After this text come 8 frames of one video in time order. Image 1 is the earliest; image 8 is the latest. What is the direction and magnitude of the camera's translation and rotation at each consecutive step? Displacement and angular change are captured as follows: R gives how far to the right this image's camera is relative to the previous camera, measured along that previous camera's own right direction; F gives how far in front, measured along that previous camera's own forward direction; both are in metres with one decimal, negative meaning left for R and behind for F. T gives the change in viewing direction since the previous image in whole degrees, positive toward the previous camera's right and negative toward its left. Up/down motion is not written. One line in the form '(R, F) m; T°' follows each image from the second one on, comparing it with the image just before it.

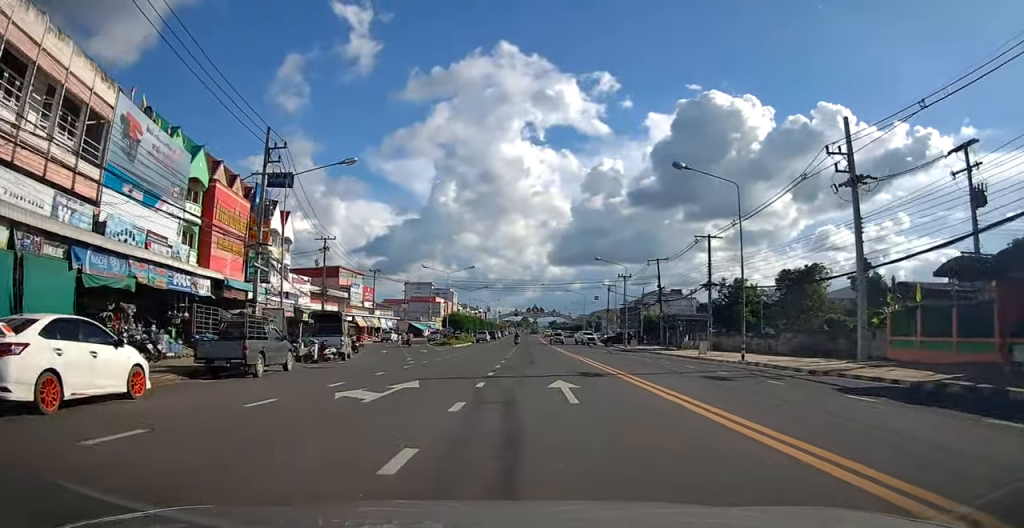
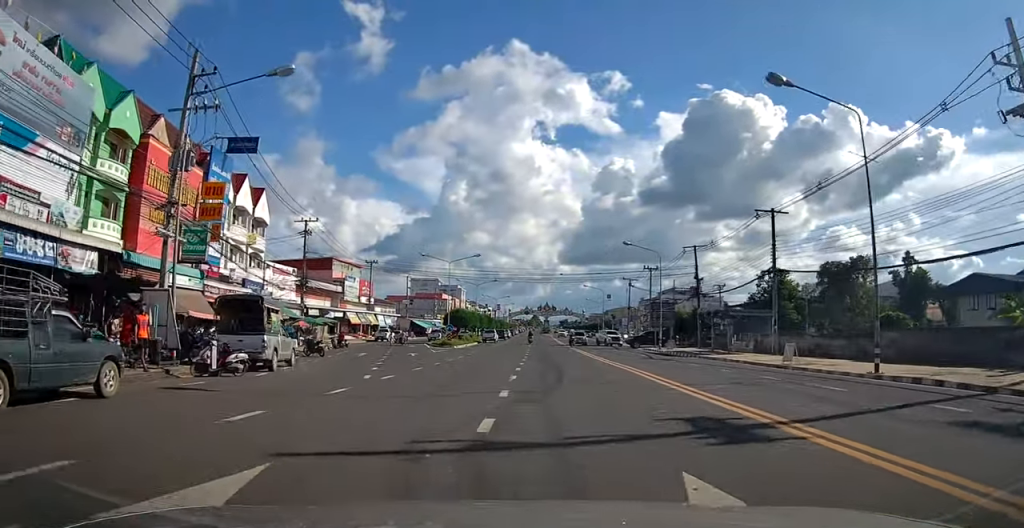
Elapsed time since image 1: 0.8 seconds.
(0.0, +9.8) m; +1°
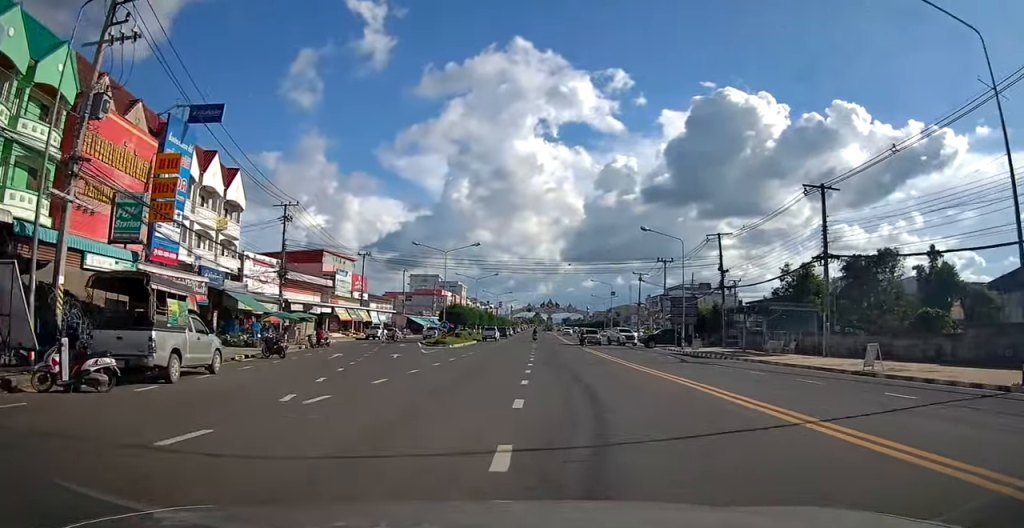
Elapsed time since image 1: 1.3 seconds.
(0.0, +6.1) m; 0°
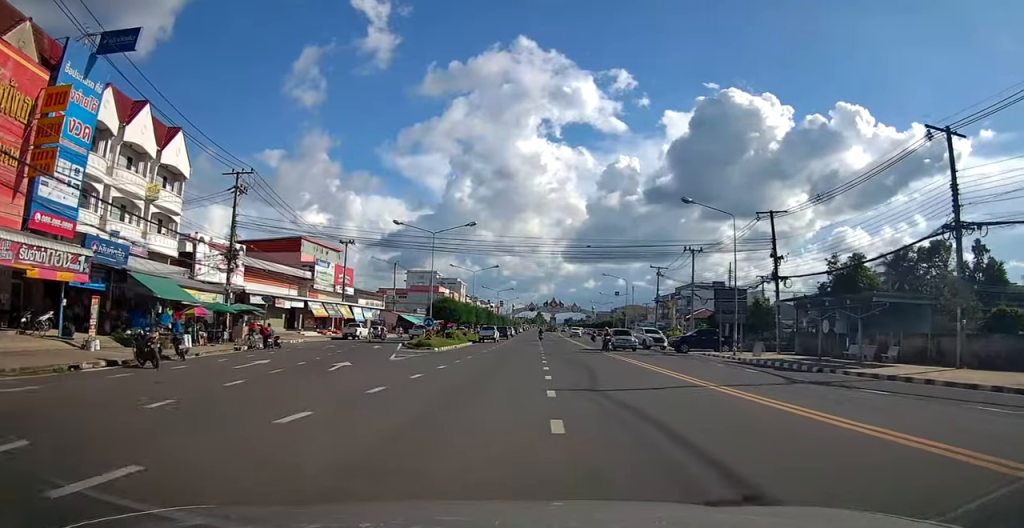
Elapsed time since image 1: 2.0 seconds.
(0.0, +10.3) m; 0°
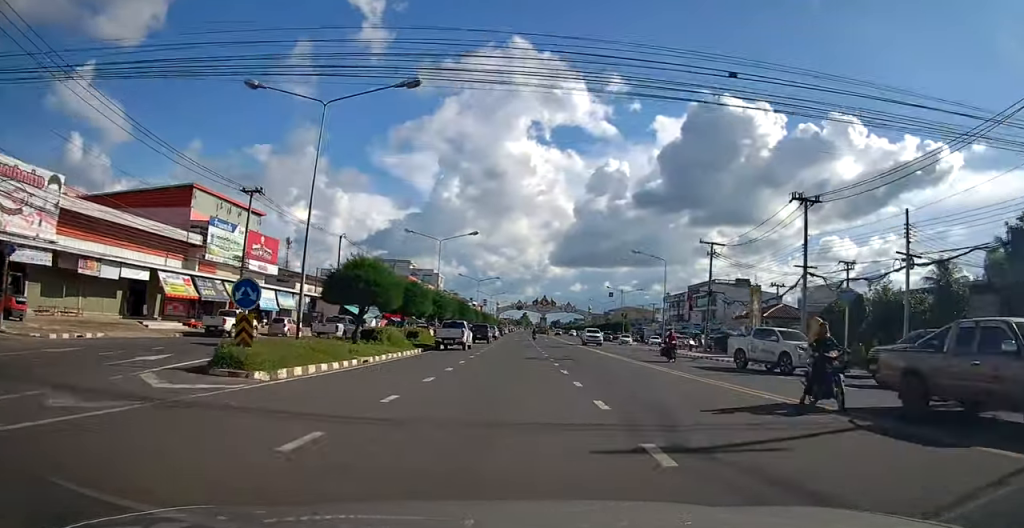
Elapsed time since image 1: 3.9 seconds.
(-0.3, +26.4) m; -3°
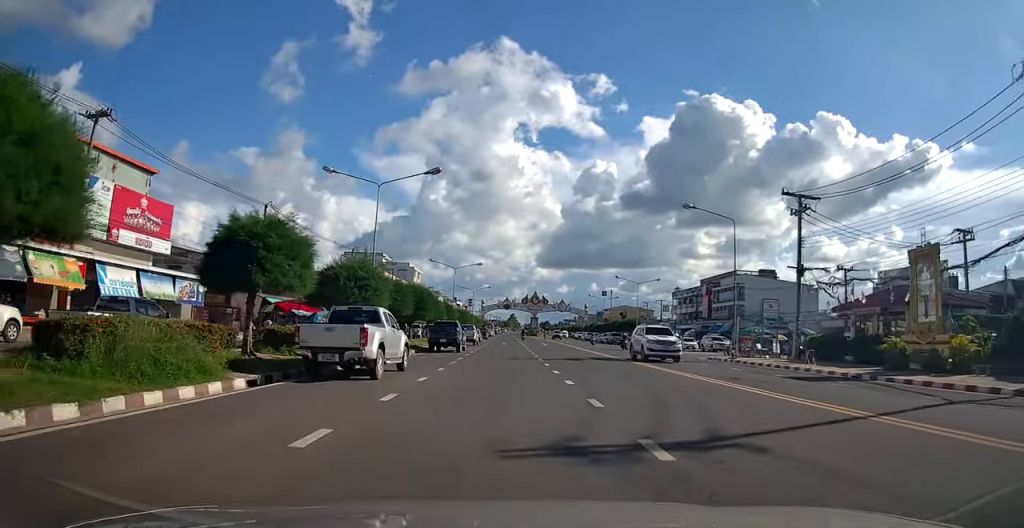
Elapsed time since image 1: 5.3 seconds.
(-0.1, +20.5) m; +2°
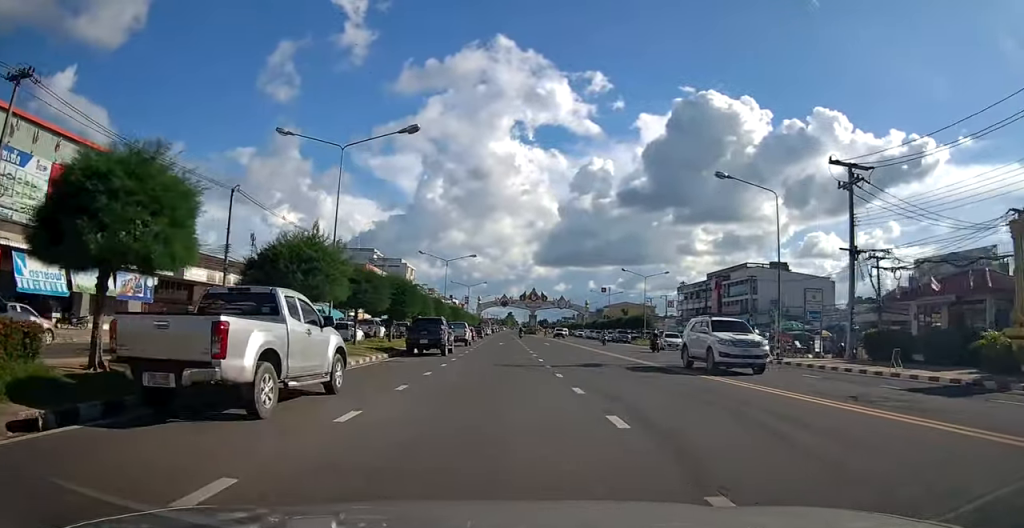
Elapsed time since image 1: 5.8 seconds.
(+0.1, +6.6) m; +1°
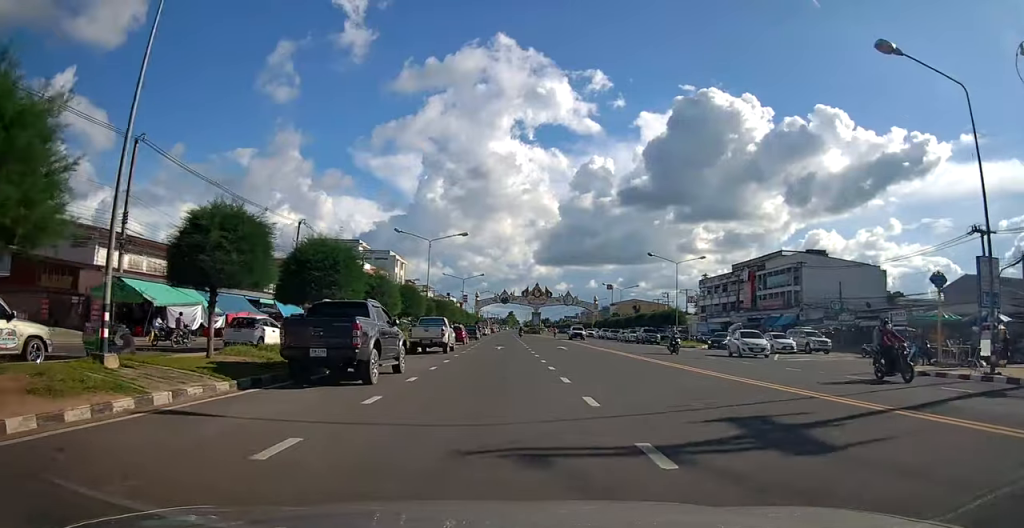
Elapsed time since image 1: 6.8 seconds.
(0.0, +14.6) m; 0°
